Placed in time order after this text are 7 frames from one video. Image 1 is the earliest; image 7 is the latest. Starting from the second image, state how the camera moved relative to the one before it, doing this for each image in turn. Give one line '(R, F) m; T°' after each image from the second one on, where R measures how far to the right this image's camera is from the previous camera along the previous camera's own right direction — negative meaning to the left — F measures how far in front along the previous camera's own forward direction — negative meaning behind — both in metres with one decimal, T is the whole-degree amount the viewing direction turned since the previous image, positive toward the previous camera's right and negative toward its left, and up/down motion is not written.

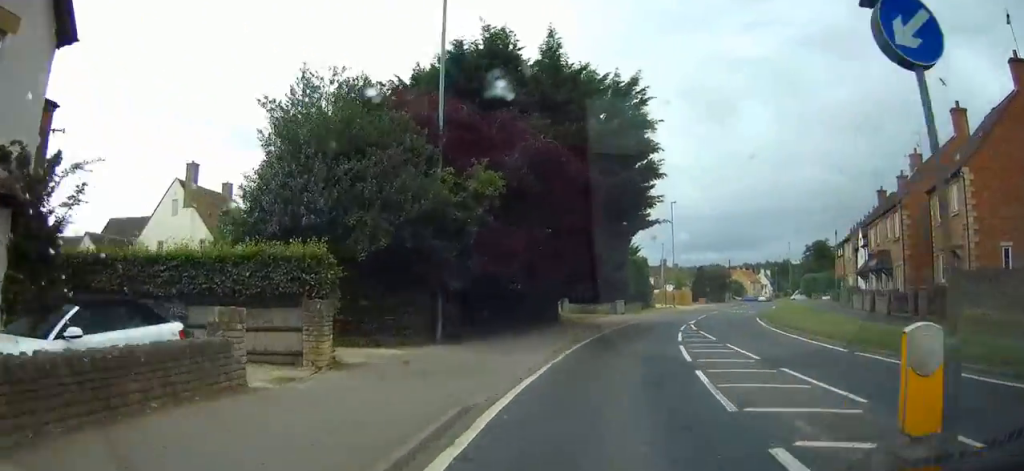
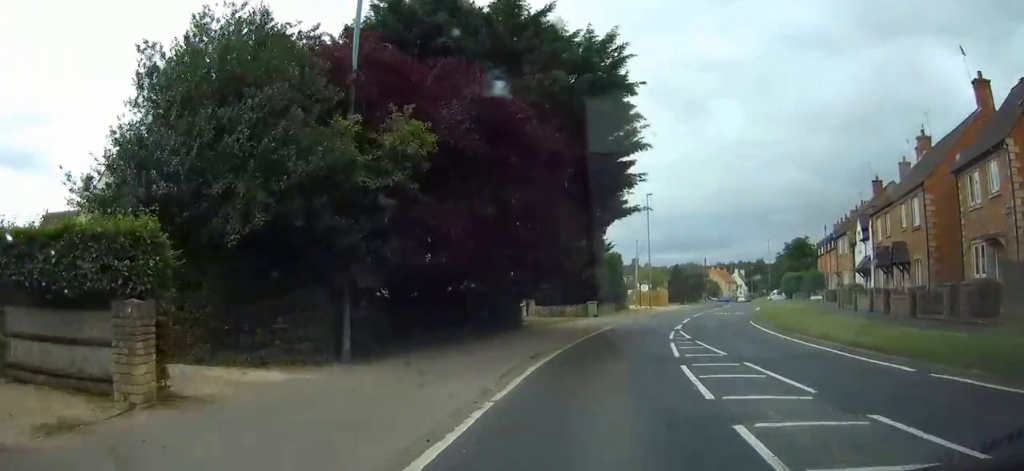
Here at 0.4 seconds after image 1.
(+0.1, +5.1) m; +3°
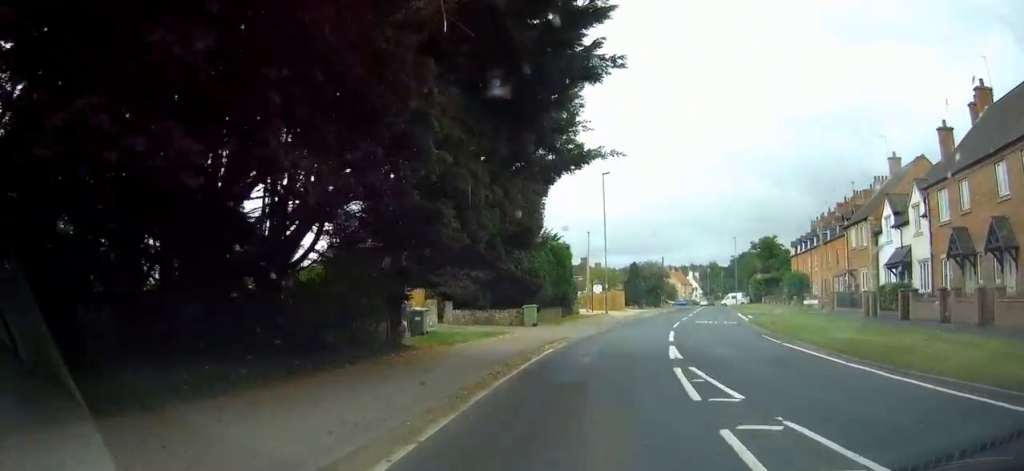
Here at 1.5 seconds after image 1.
(+0.5, +12.1) m; +4°
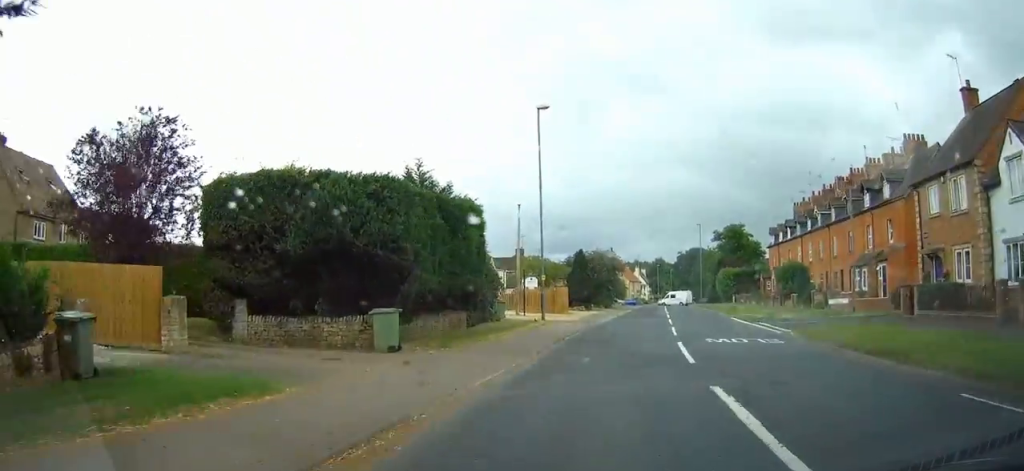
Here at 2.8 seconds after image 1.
(+0.7, +16.5) m; +5°
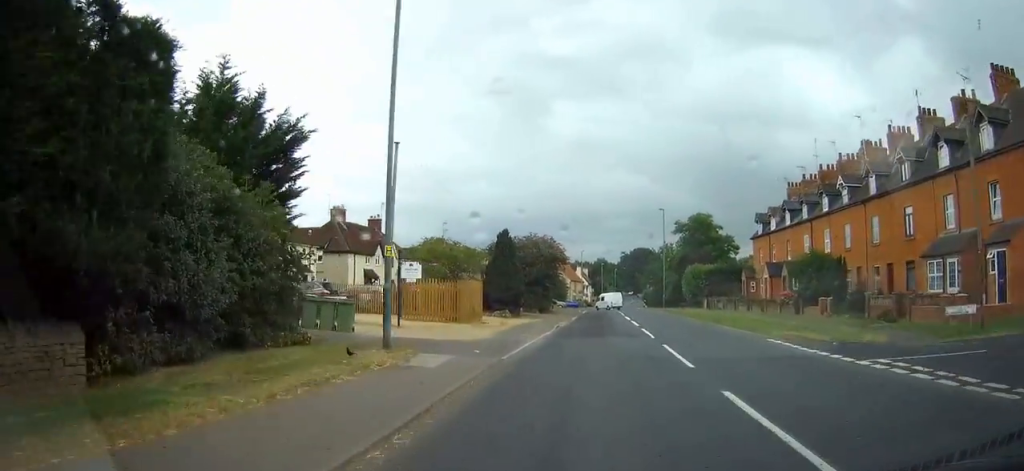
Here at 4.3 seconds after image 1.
(+0.7, +18.2) m; +5°
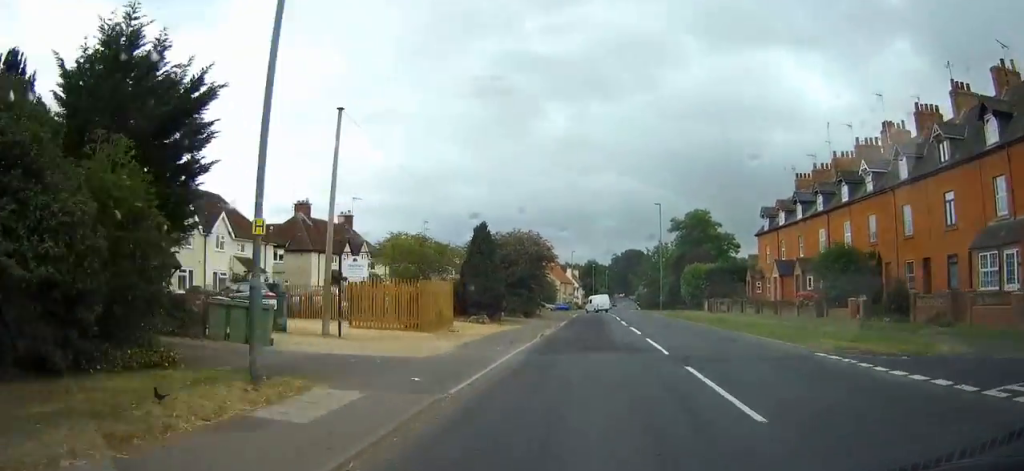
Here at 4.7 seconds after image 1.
(+0.1, +5.6) m; +1°
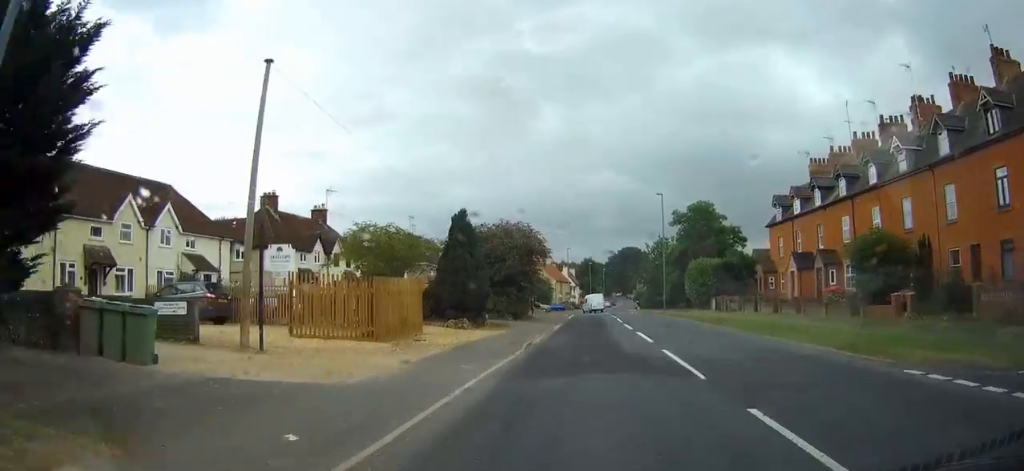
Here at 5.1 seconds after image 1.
(+0.2, +5.2) m; +1°
